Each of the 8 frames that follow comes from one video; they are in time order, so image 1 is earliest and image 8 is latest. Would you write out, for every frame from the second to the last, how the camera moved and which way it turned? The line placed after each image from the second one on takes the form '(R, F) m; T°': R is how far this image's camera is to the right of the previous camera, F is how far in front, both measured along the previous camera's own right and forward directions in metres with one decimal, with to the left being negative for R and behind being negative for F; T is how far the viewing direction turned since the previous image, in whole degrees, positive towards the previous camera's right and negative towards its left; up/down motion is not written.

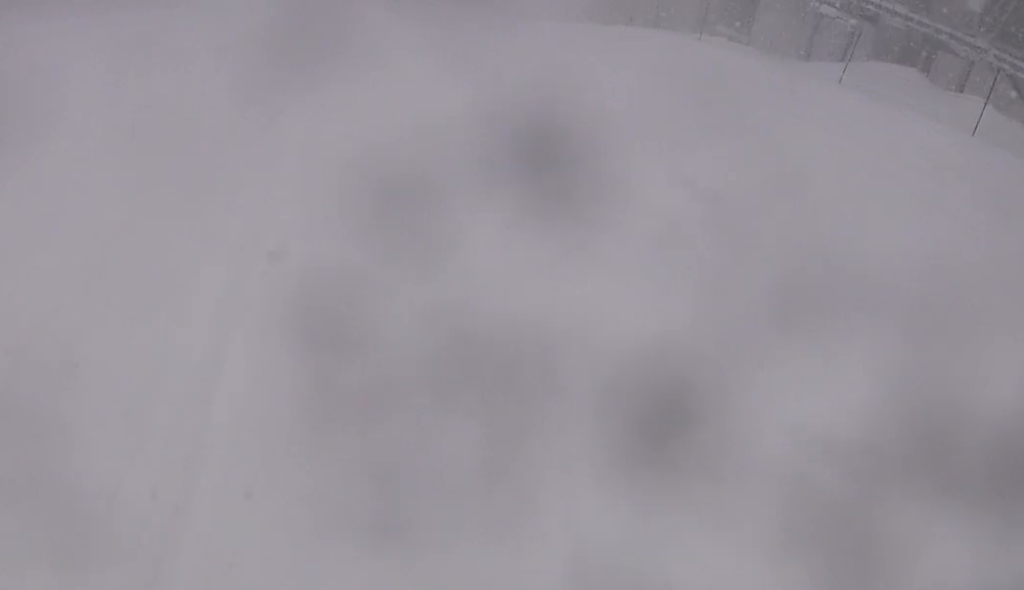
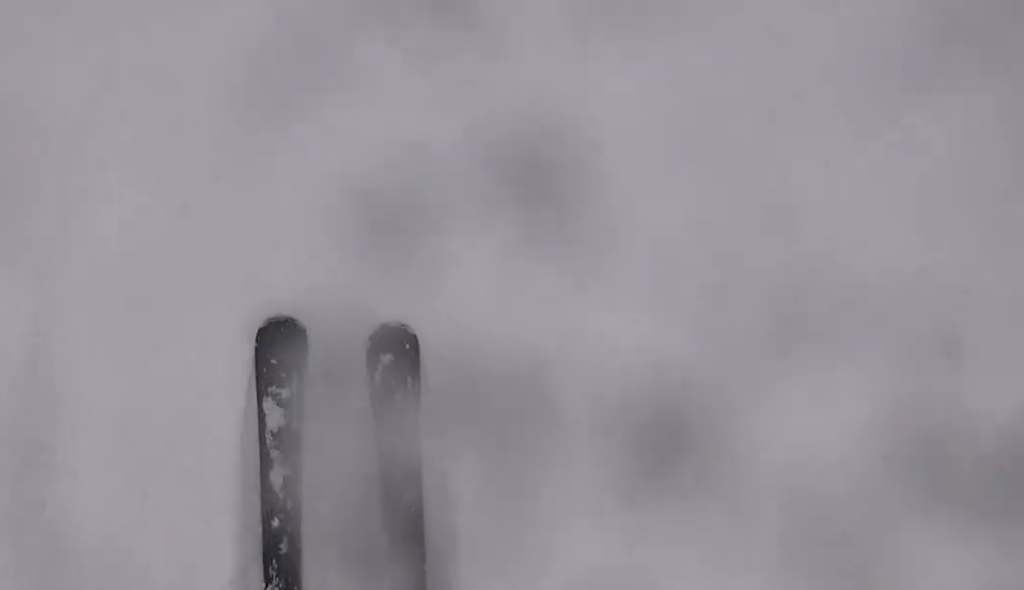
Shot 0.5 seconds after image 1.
(+0.2, +4.5) m; -5°
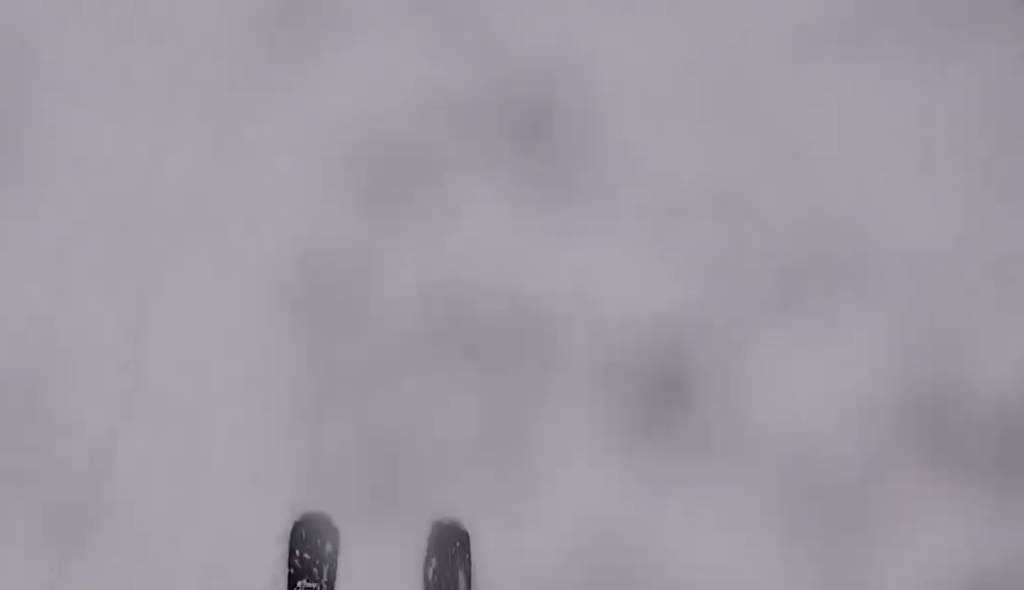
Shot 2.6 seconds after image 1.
(-0.6, +18.4) m; -2°
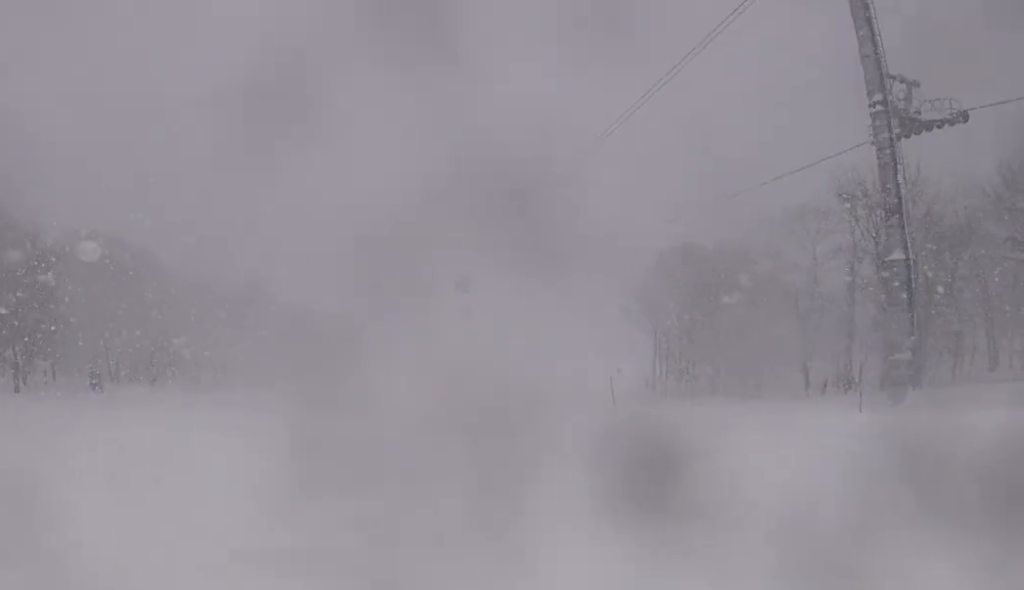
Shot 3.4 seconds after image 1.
(-0.8, +7.5) m; -1°
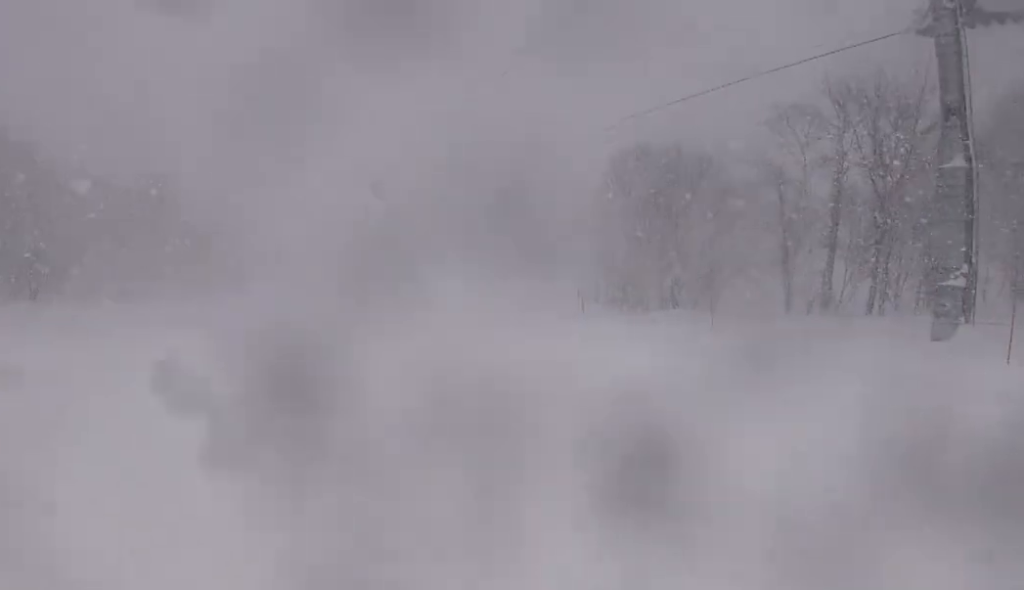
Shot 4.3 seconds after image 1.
(+0.3, +7.6) m; +5°
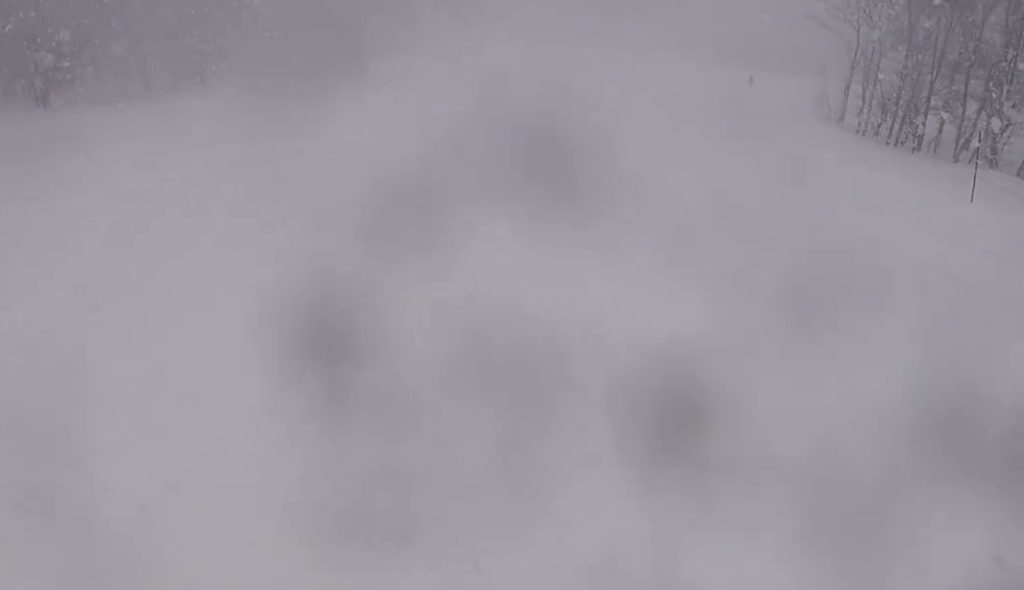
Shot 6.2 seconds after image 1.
(+1.4, +17.5) m; +1°
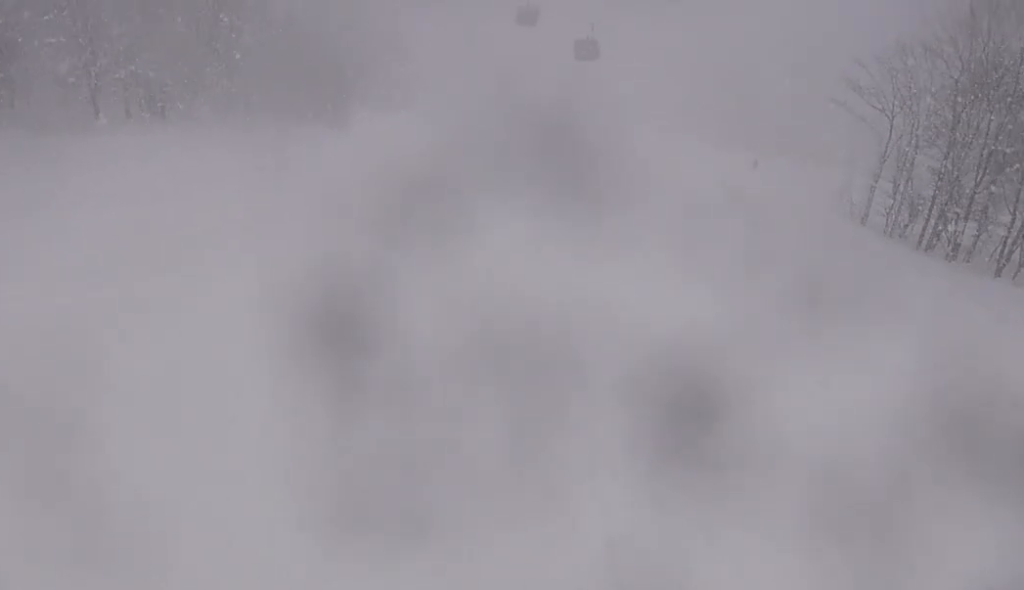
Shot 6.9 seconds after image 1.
(0.0, +6.8) m; -5°
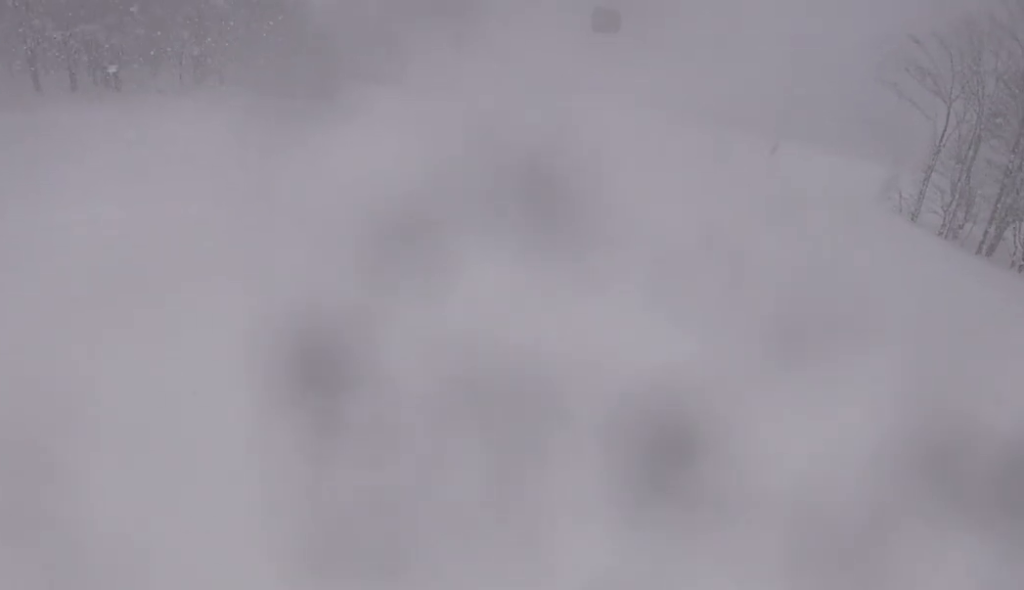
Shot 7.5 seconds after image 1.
(-1.0, +6.3) m; 0°
